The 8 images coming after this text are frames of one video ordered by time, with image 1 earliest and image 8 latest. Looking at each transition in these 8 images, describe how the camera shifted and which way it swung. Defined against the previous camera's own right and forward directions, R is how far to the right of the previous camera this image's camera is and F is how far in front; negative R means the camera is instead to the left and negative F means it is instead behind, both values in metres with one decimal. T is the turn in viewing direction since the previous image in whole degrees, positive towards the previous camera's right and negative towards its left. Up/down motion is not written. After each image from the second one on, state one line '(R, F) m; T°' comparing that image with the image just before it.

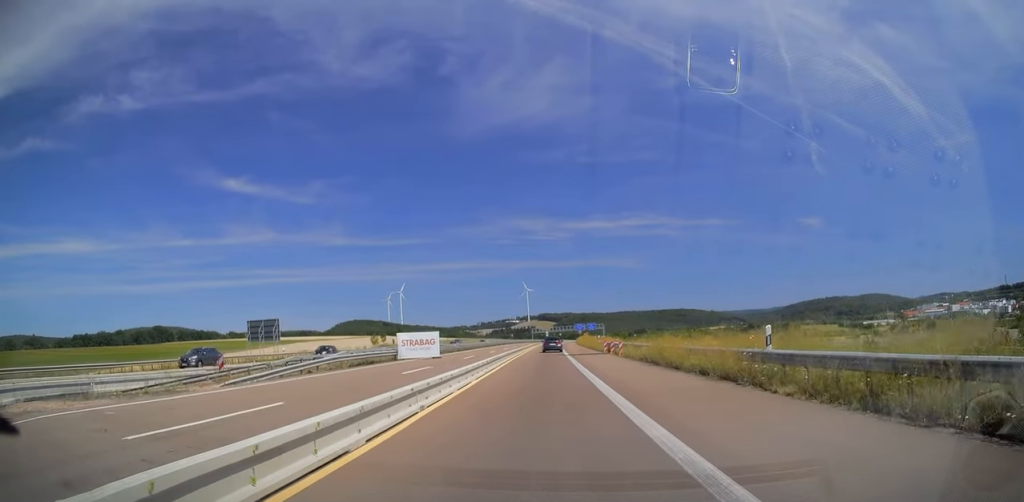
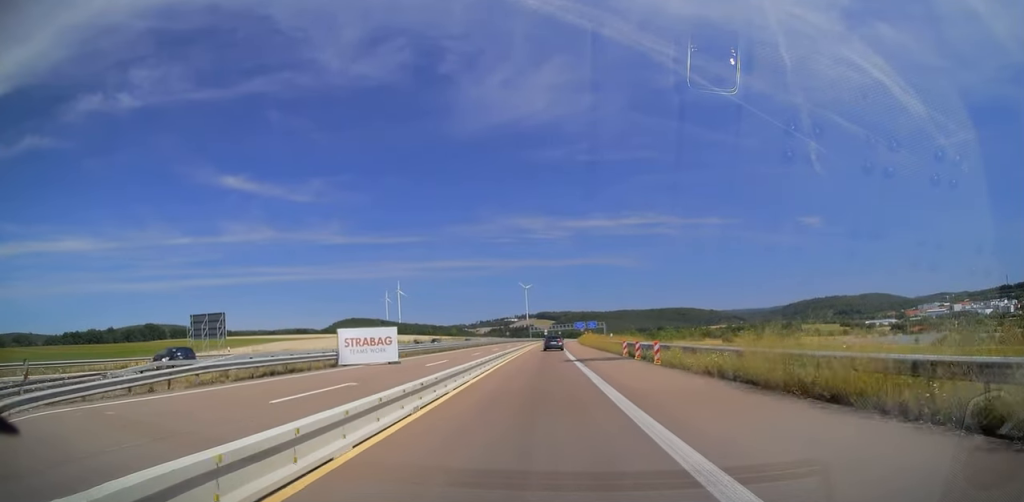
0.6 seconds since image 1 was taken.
(+0.1, +12.6) m; 0°
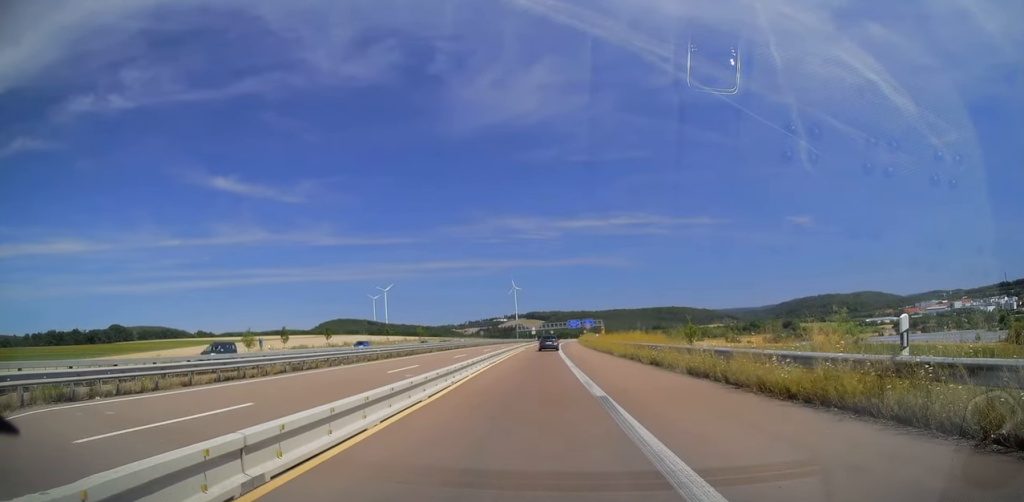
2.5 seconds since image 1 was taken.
(-0.6, +41.8) m; 0°
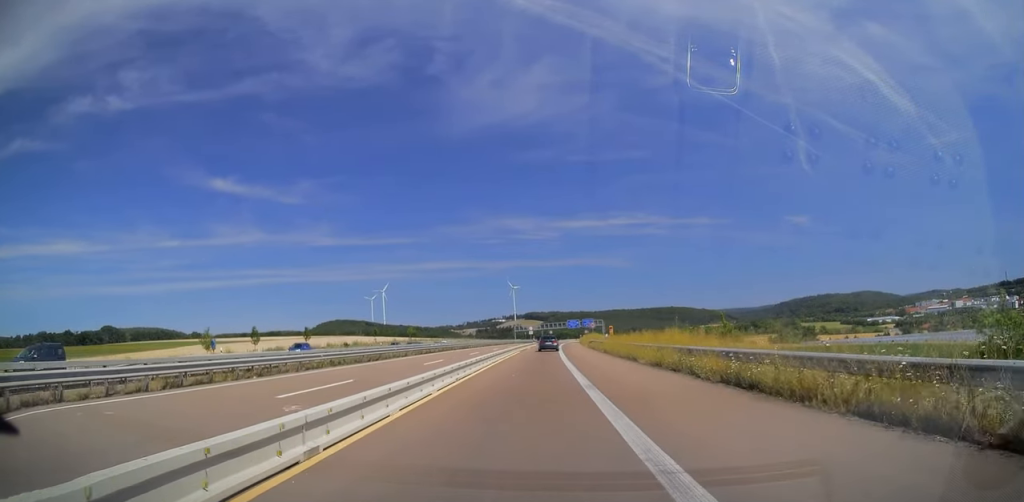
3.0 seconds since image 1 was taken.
(+0.1, +10.4) m; +1°
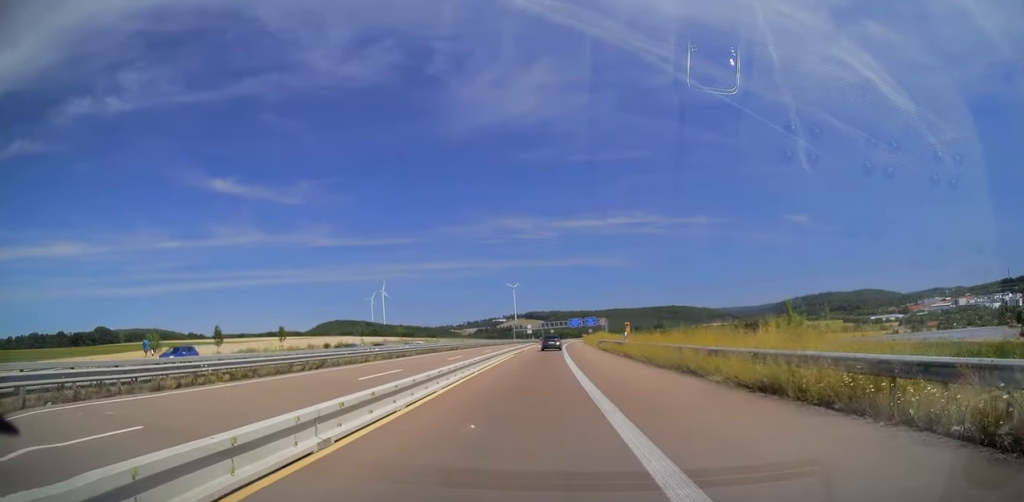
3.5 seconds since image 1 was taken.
(+0.1, +11.5) m; 0°
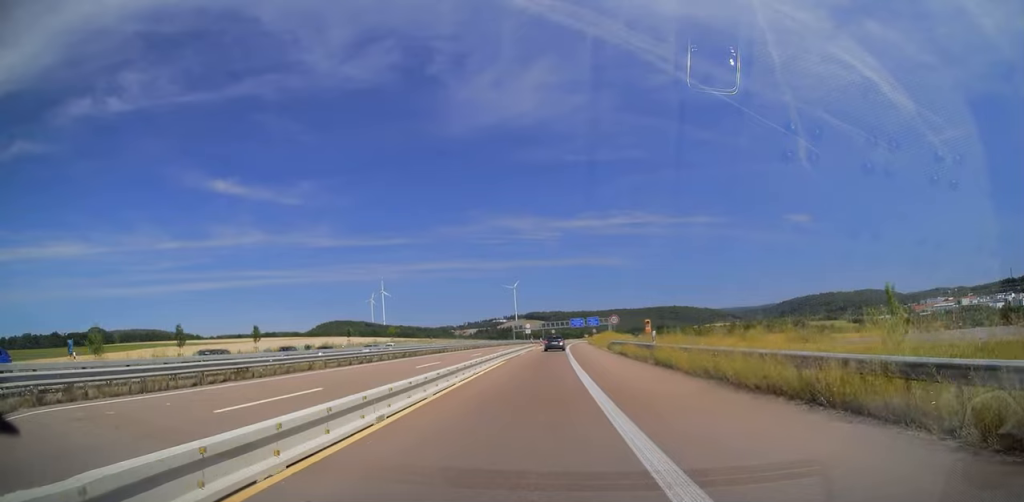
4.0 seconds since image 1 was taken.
(0.0, +9.7) m; 0°
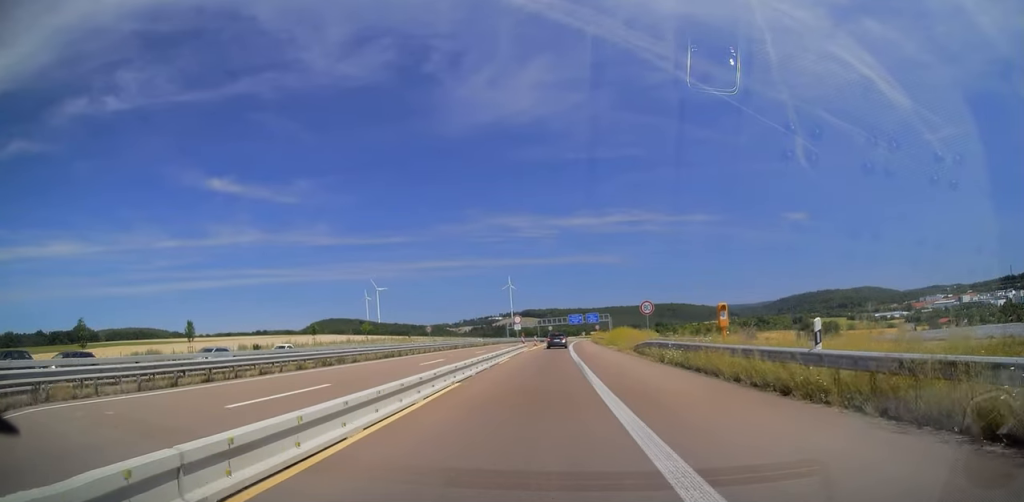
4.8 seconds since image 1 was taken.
(0.0, +17.9) m; +1°
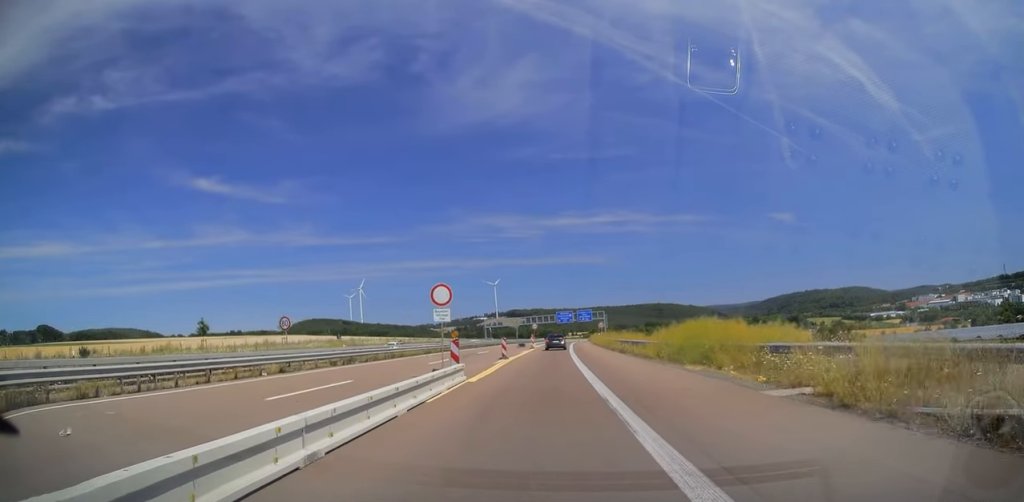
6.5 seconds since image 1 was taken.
(+0.5, +35.4) m; +1°
